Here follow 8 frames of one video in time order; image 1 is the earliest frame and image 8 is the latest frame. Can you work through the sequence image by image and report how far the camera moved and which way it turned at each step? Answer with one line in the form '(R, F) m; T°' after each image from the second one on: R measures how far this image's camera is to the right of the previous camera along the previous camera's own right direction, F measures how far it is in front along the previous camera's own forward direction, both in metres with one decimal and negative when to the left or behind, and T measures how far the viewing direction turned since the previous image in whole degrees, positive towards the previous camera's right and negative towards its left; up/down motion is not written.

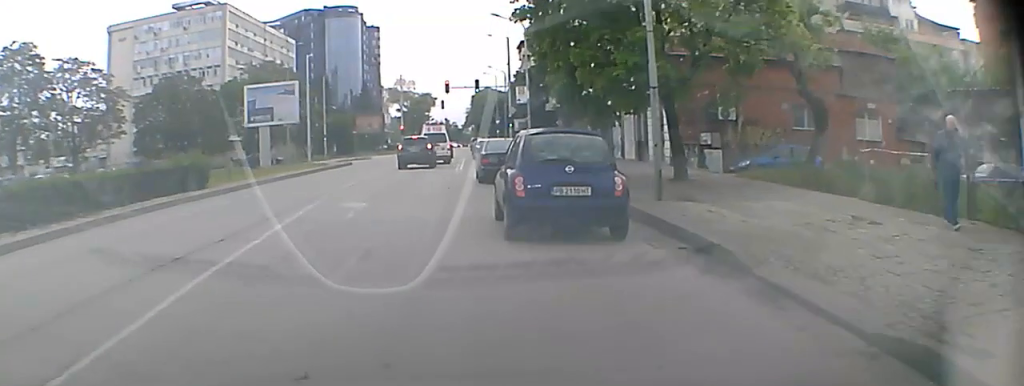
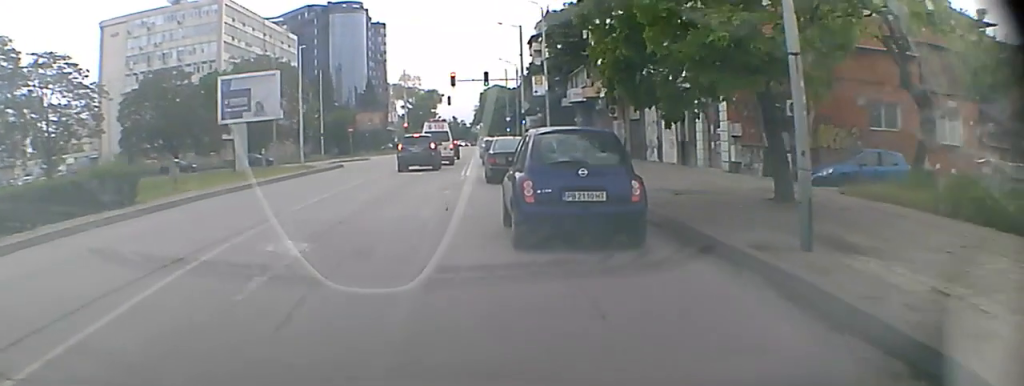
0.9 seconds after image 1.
(0.0, +6.5) m; -1°
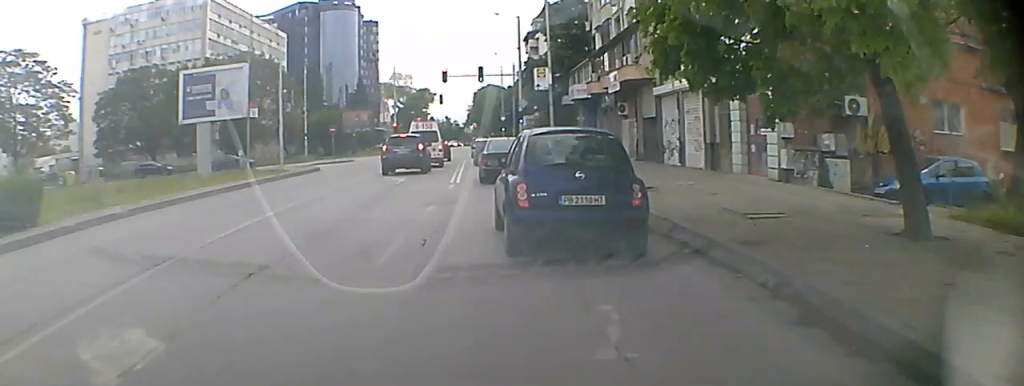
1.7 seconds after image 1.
(0.0, +5.2) m; -1°
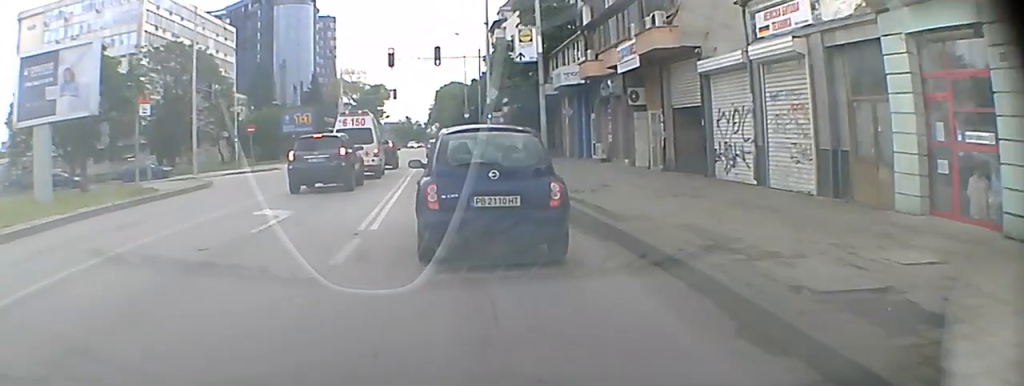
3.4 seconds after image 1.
(-0.1, +13.1) m; -1°
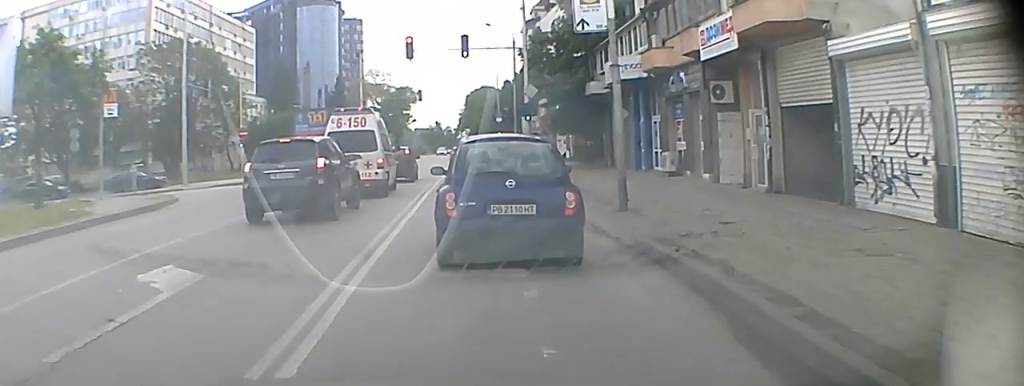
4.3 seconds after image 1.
(0.0, +7.7) m; 0°
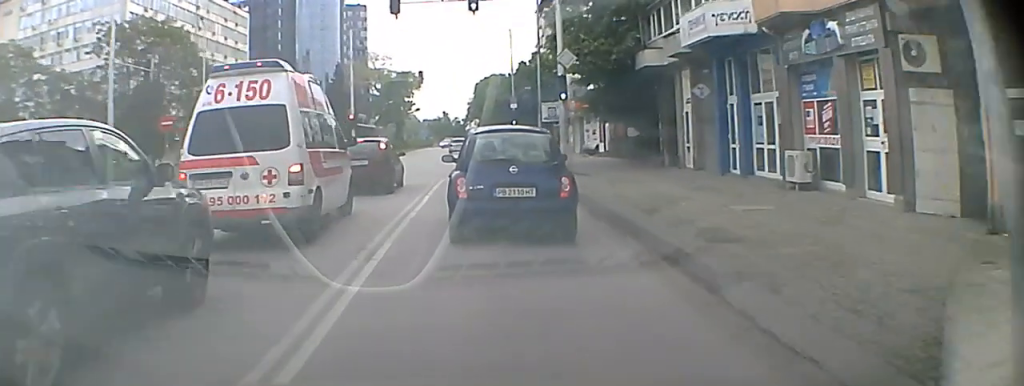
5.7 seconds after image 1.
(+0.1, +12.5) m; 0°
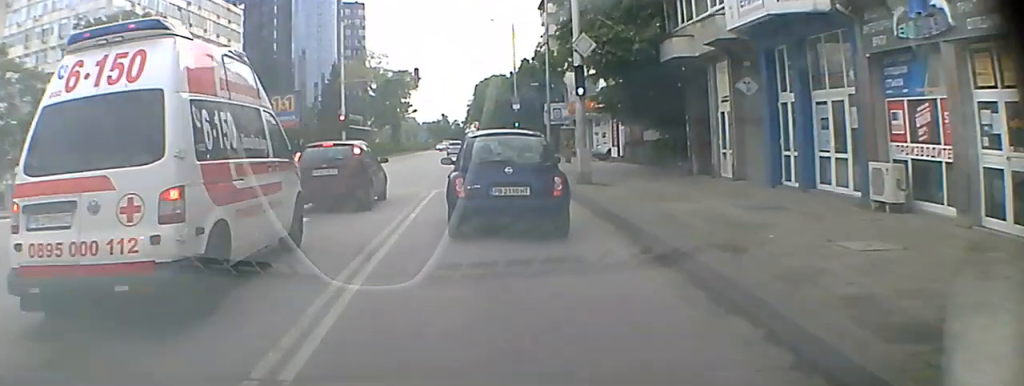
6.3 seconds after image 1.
(0.0, +5.0) m; 0°
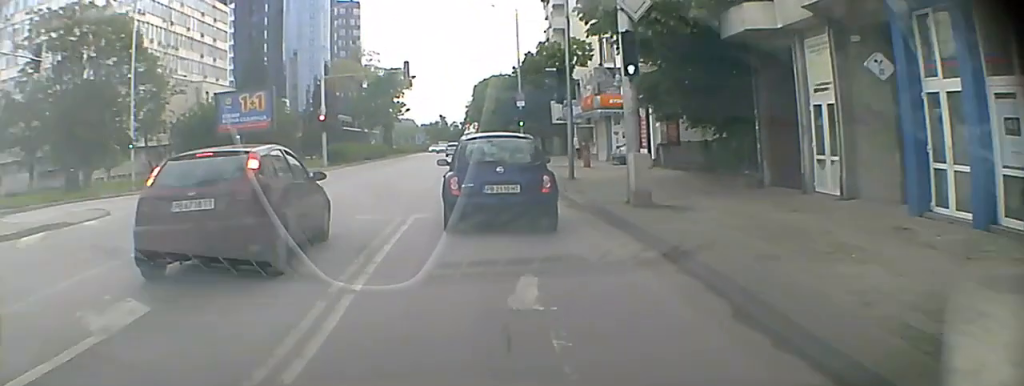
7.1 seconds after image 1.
(0.0, +7.8) m; 0°
